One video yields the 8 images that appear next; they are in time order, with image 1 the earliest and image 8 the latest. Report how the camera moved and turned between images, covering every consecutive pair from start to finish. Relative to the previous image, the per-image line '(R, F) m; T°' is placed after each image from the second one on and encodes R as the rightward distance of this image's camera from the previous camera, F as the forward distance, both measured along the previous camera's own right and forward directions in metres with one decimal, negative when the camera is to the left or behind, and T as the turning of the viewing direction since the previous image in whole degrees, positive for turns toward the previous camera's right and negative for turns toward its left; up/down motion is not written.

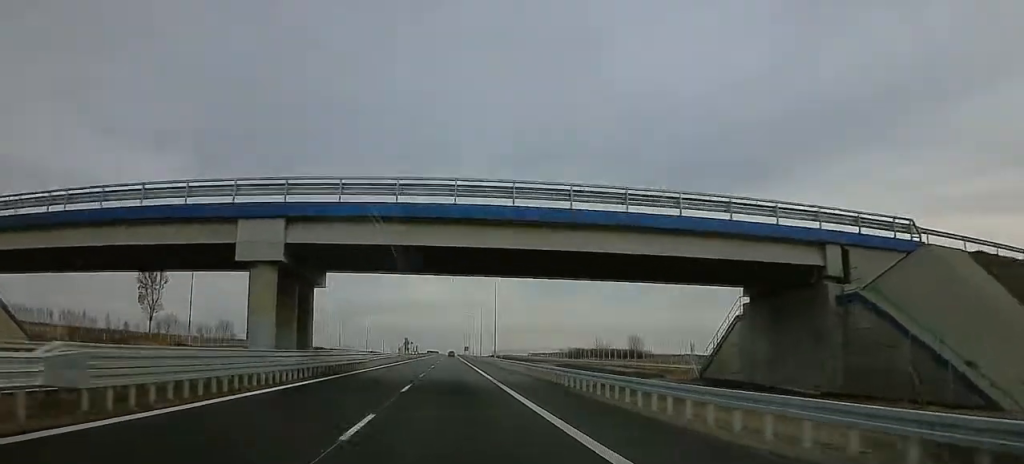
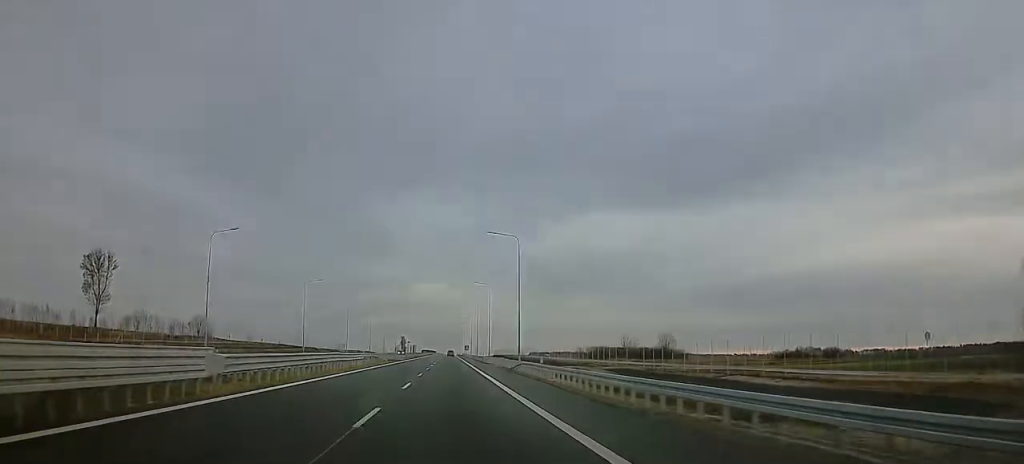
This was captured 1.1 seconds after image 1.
(0.0, +33.5) m; 0°
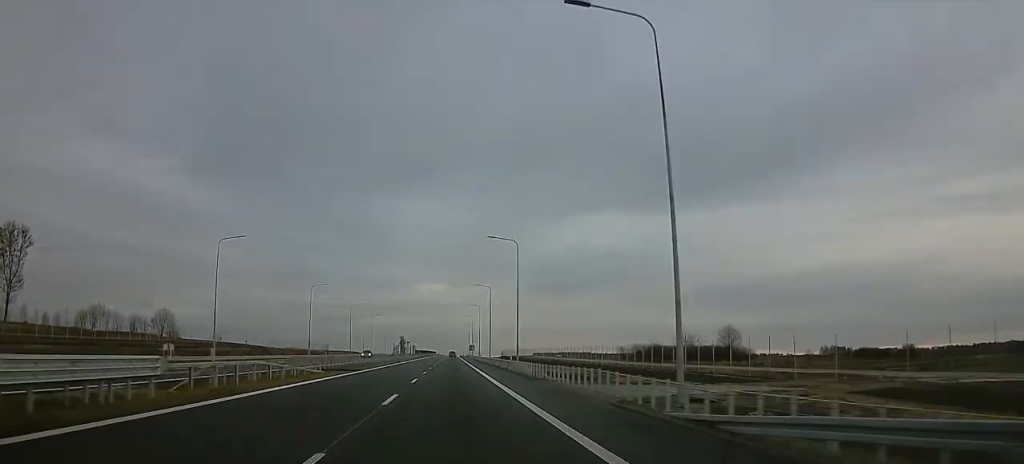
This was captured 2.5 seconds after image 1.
(0.0, +41.4) m; 0°
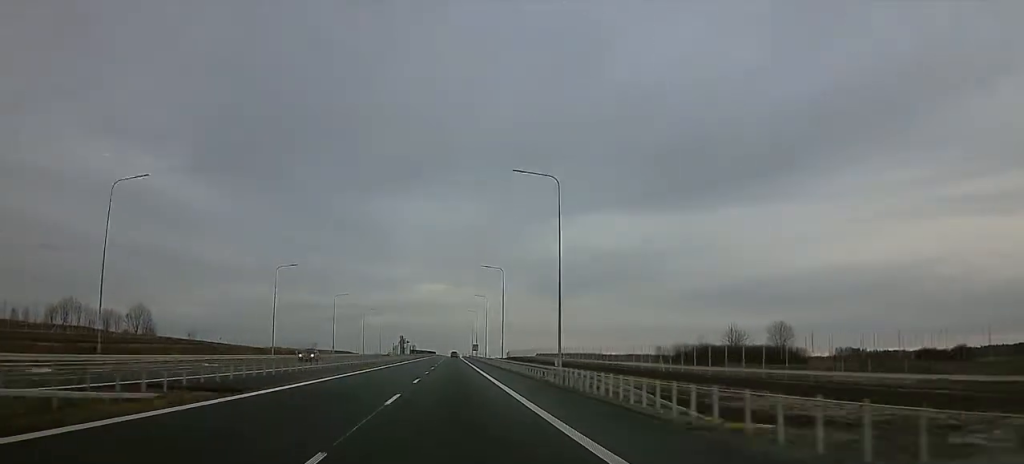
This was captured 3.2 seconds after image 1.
(0.0, +23.2) m; +1°
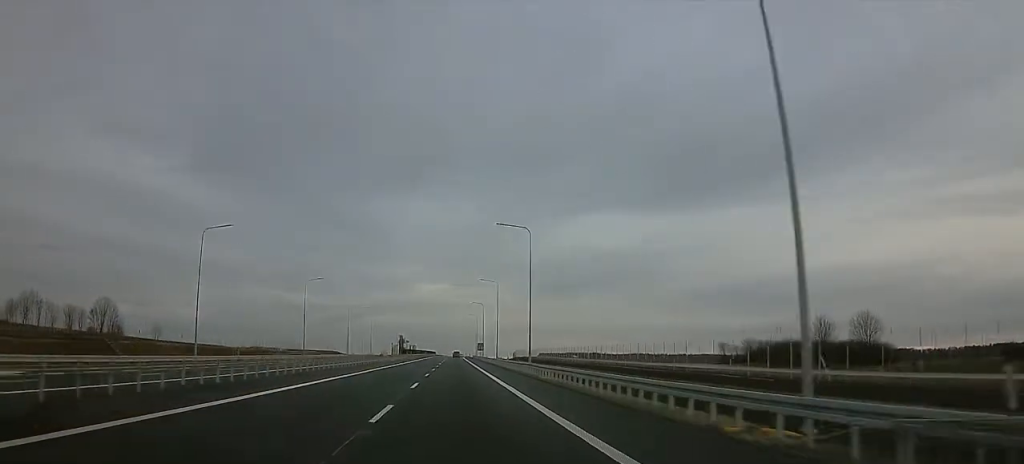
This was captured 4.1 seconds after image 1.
(+0.5, +27.6) m; 0°
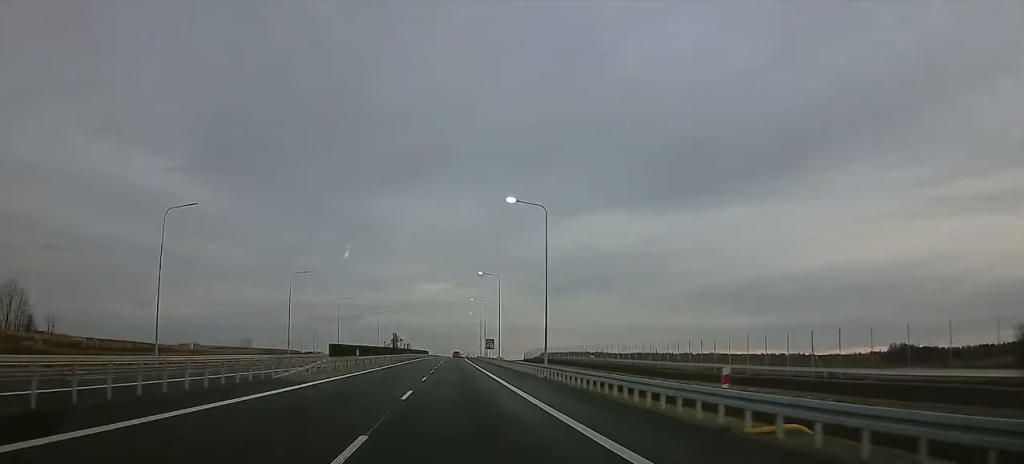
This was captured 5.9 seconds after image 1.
(-1.2, +53.0) m; -2°
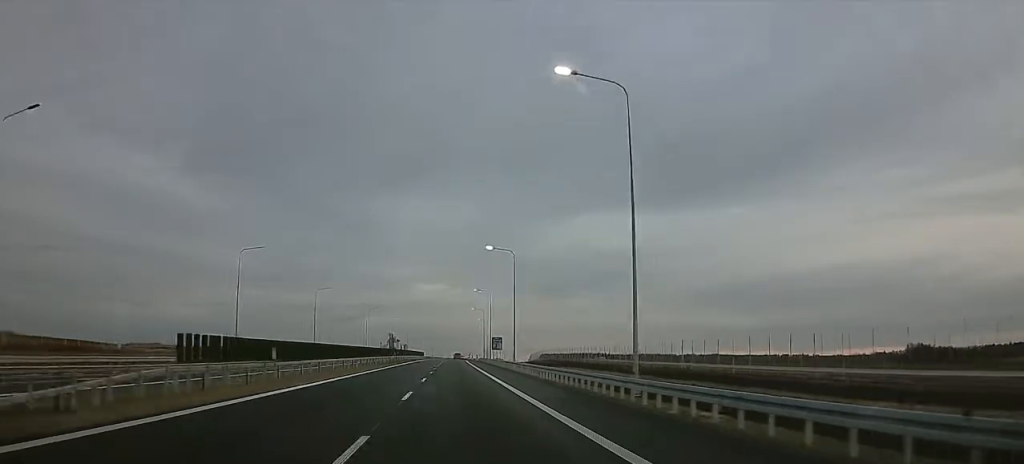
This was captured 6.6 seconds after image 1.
(0.0, +23.4) m; 0°
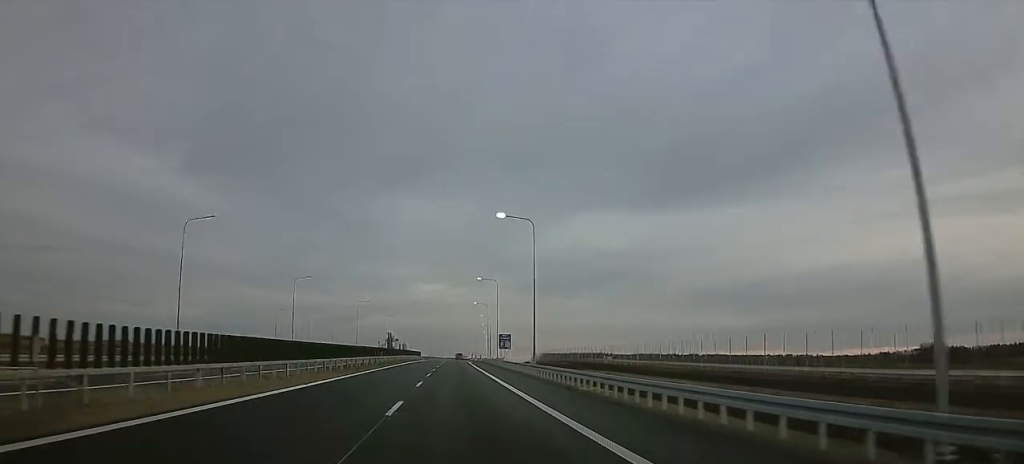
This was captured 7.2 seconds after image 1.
(0.0, +16.4) m; 0°
